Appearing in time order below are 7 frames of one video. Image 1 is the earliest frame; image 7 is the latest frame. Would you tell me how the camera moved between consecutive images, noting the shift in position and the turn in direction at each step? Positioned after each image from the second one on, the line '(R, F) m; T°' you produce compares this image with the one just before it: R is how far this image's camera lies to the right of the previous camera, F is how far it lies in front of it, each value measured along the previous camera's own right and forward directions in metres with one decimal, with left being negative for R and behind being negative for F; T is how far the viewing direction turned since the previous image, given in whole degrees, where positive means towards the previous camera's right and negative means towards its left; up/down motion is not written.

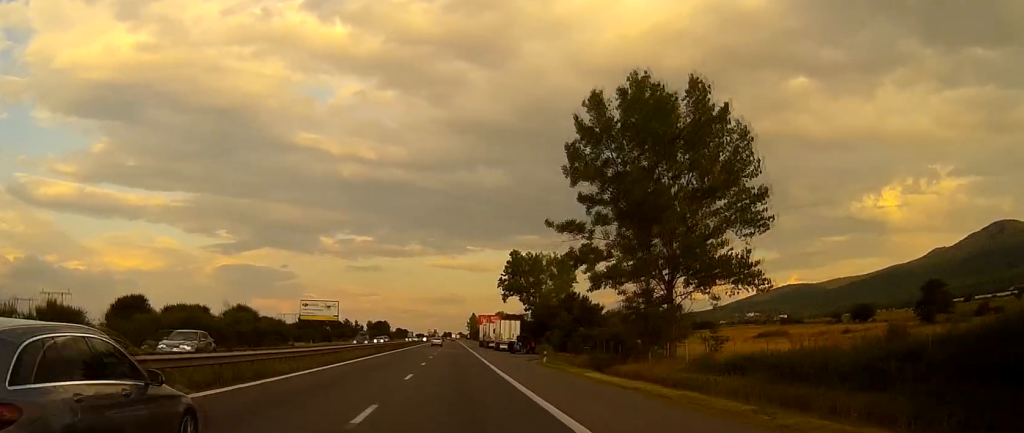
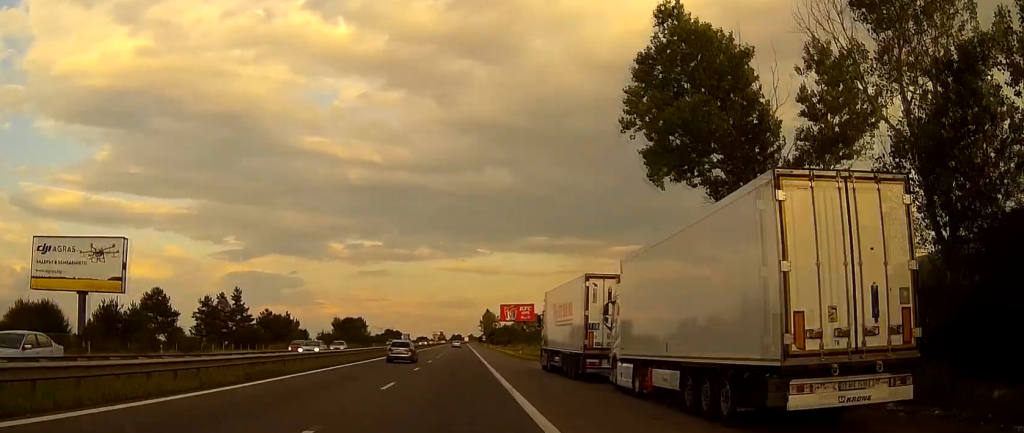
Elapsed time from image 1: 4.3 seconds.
(-0.7, +116.9) m; -1°
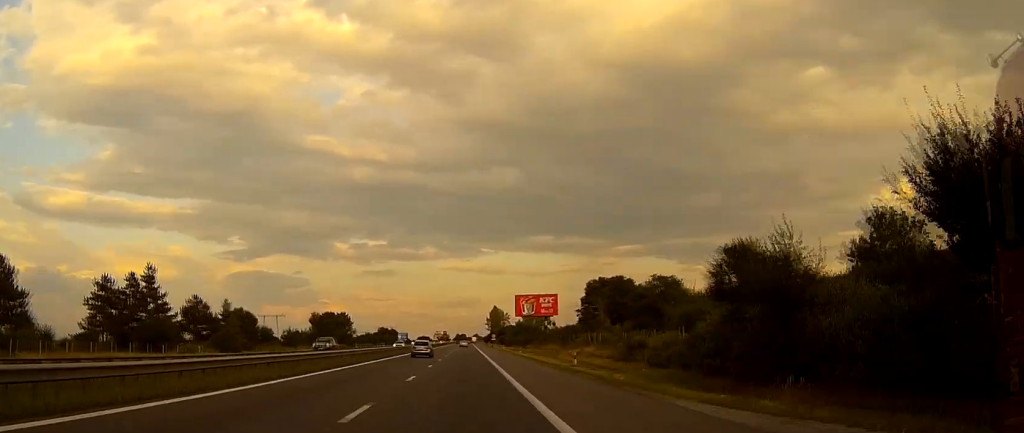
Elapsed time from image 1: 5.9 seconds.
(-0.1, +42.2) m; 0°
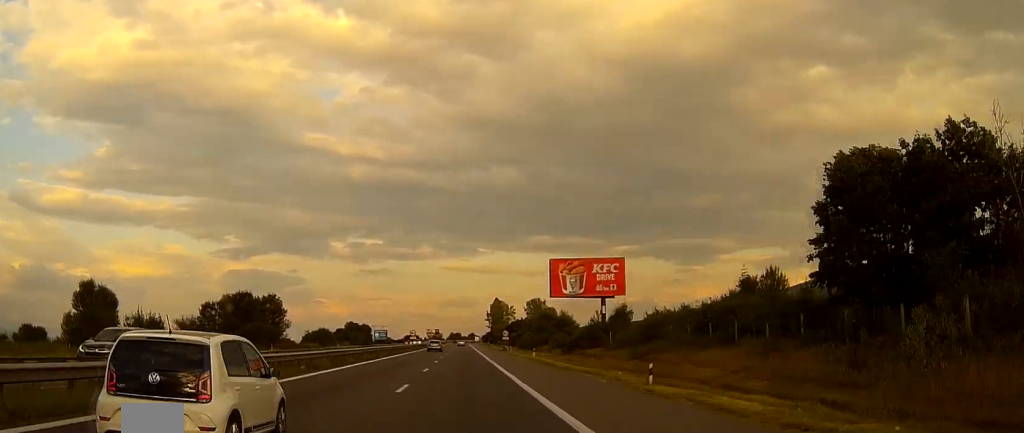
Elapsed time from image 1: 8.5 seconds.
(0.0, +71.3) m; 0°
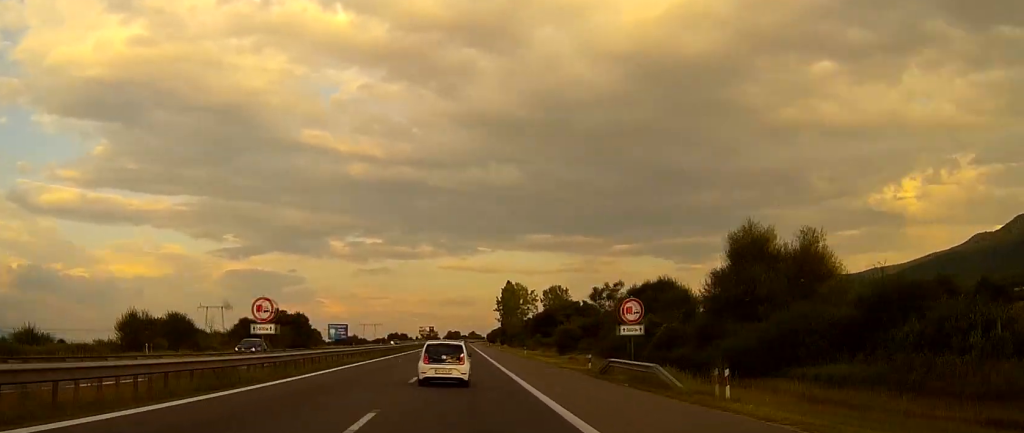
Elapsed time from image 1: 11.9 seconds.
(+0.2, +90.6) m; 0°
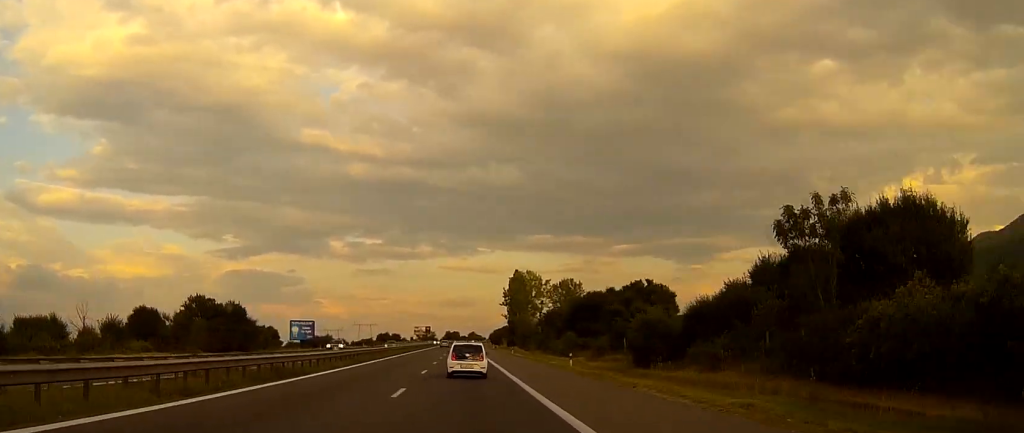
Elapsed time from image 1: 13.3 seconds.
(+0.1, +38.8) m; 0°
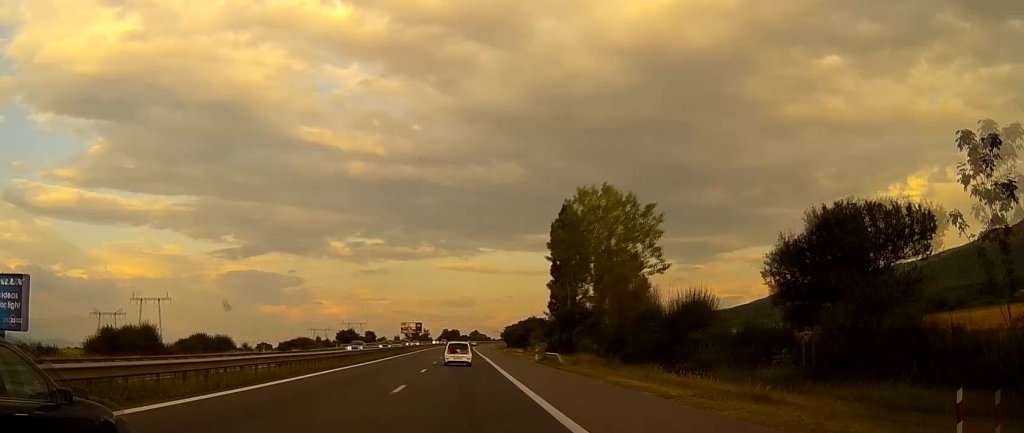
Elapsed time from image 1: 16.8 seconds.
(0.0, +93.3) m; 0°
